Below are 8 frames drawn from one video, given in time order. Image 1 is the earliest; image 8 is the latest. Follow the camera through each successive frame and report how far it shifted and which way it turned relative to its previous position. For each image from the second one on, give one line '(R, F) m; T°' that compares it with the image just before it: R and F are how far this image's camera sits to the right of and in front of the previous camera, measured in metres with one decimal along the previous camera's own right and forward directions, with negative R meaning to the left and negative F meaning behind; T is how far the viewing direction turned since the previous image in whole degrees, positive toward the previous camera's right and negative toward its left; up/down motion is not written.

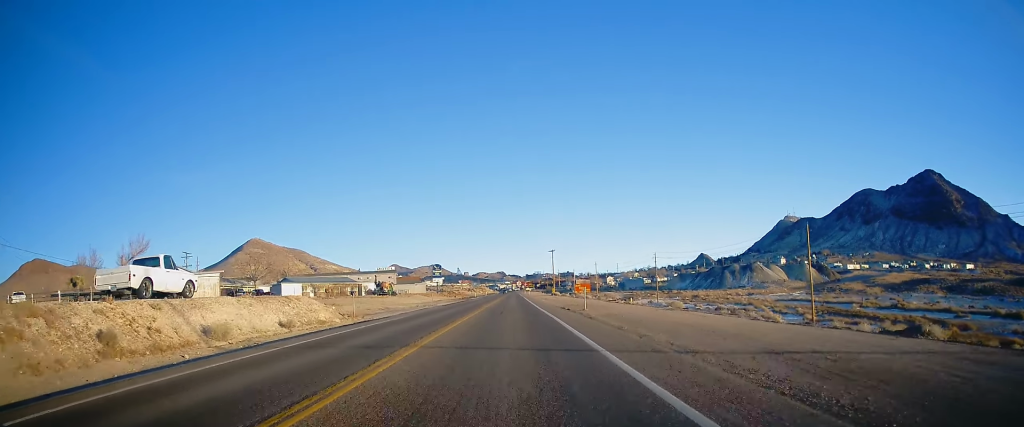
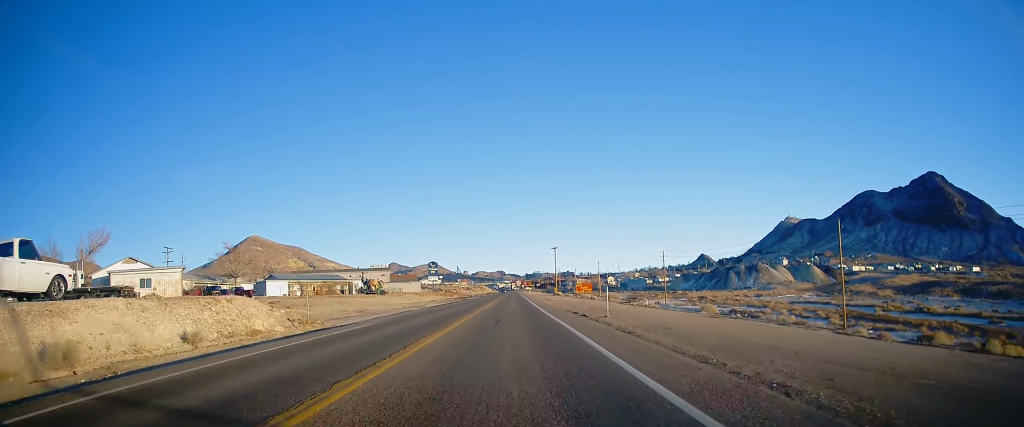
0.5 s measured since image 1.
(+0.1, +7.5) m; +1°
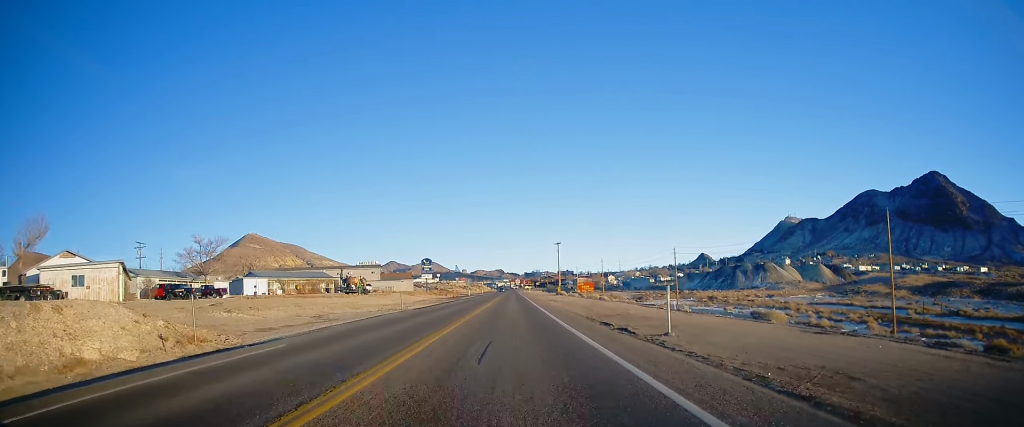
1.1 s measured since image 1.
(0.0, +9.7) m; -1°
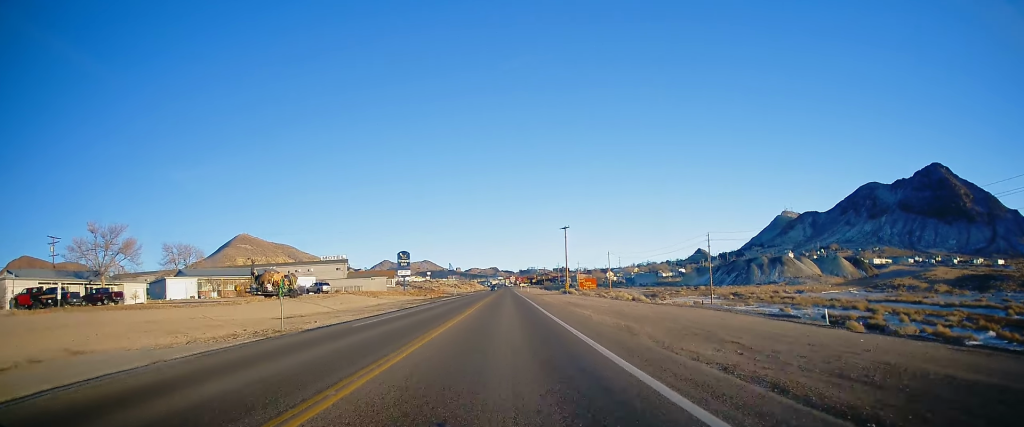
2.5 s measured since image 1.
(-0.2, +23.5) m; 0°
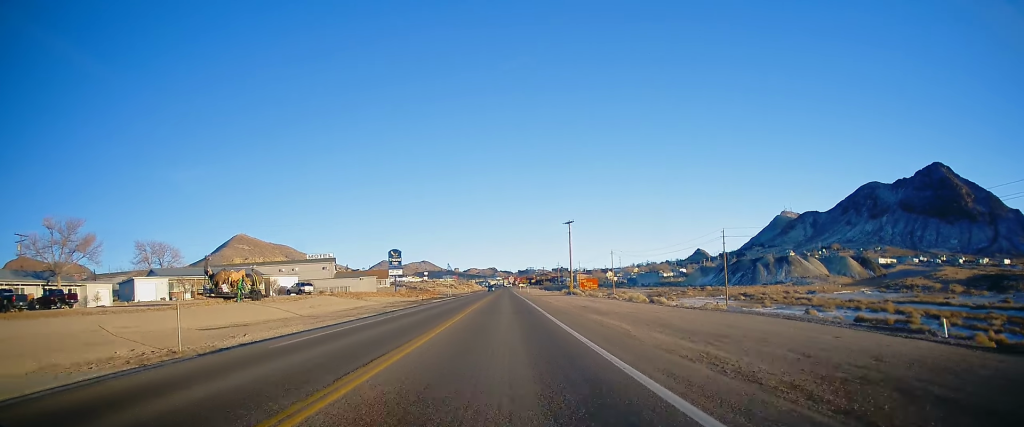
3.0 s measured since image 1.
(+0.2, +7.6) m; 0°
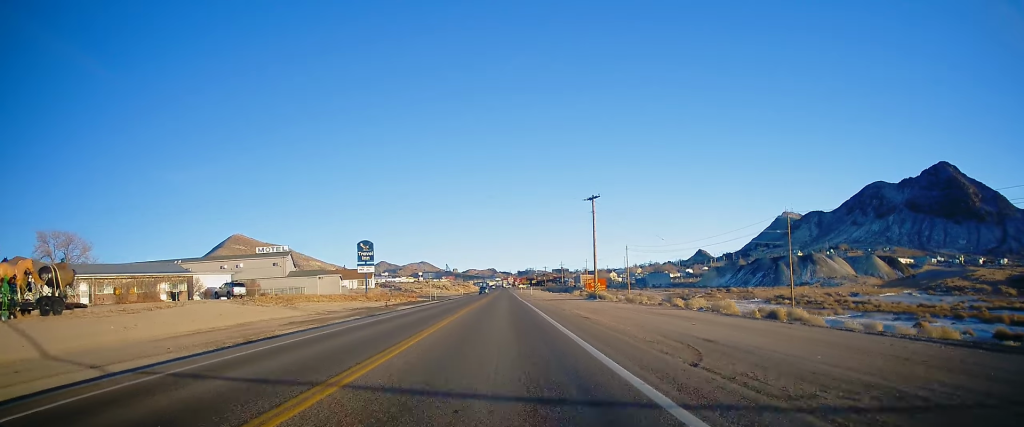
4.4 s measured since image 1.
(-0.2, +22.1) m; +1°
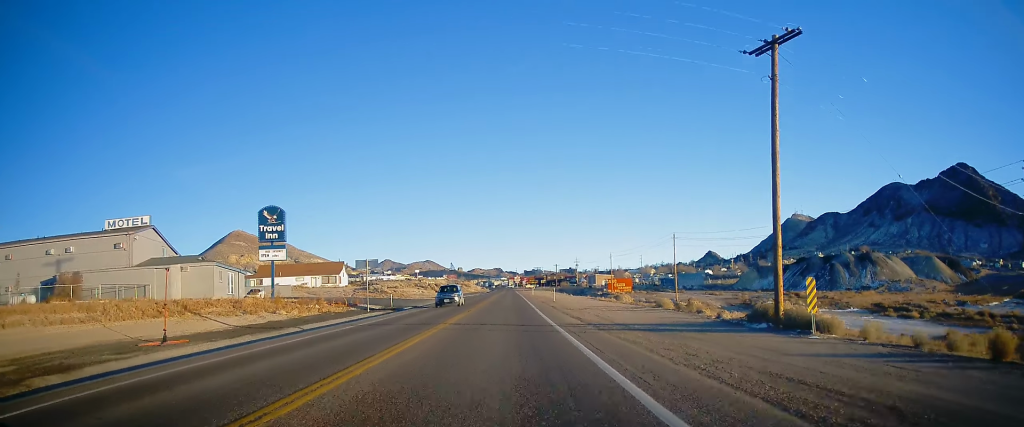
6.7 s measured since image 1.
(-0.2, +36.9) m; -2°
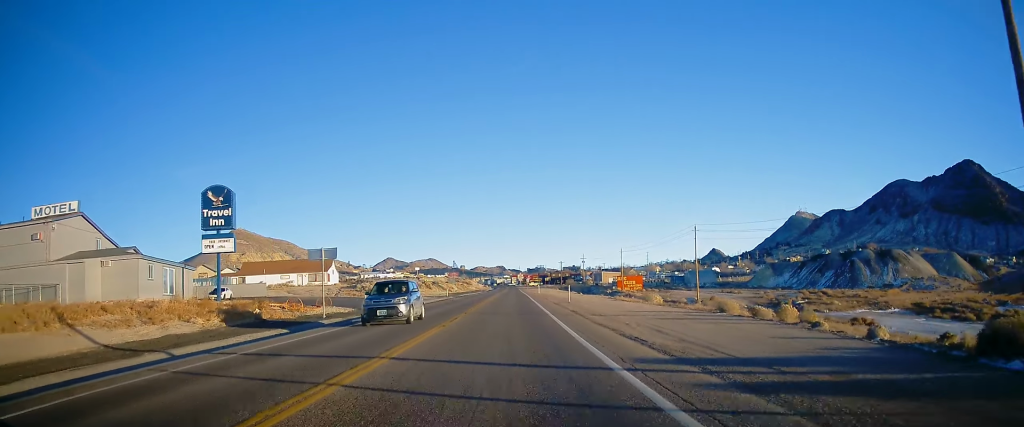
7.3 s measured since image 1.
(+0.1, +10.6) m; +1°
